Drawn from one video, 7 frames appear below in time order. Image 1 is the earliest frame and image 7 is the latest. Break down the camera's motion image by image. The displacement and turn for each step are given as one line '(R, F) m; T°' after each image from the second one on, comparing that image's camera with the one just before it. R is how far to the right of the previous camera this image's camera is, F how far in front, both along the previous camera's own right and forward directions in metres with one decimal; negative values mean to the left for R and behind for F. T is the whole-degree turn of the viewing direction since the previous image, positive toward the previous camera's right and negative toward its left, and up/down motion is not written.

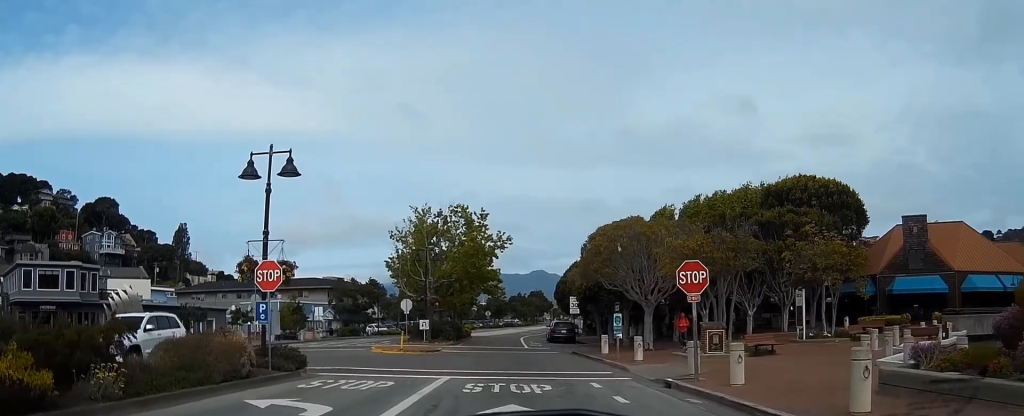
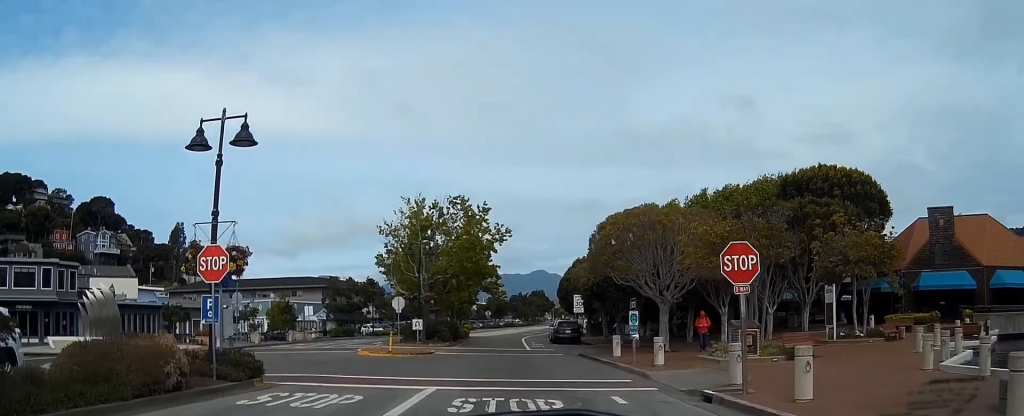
(+0.1, +3.6) m; +1°
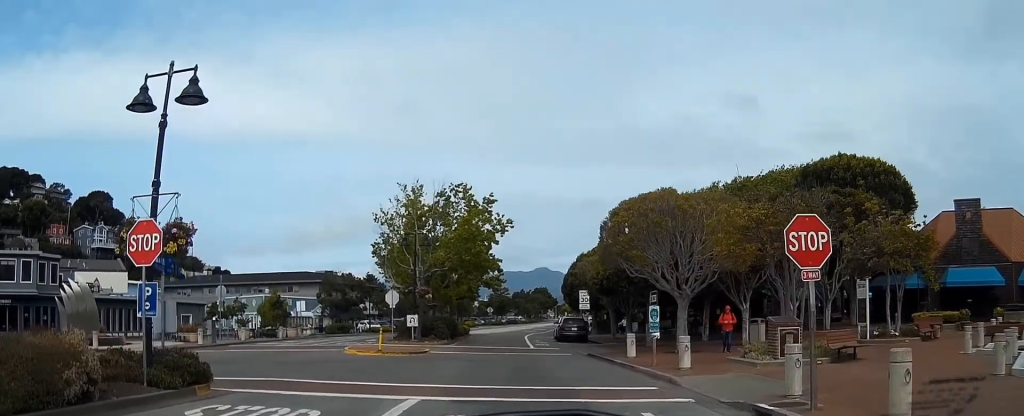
(0.0, +3.1) m; -1°
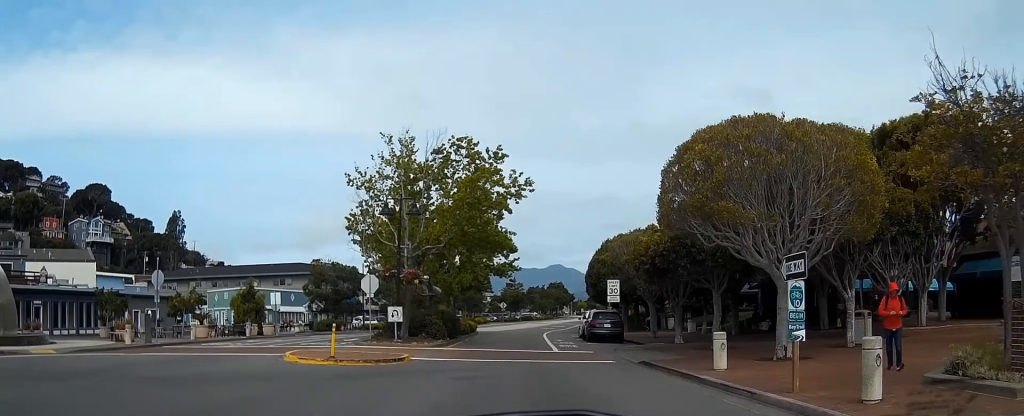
(0.0, +9.8) m; +2°
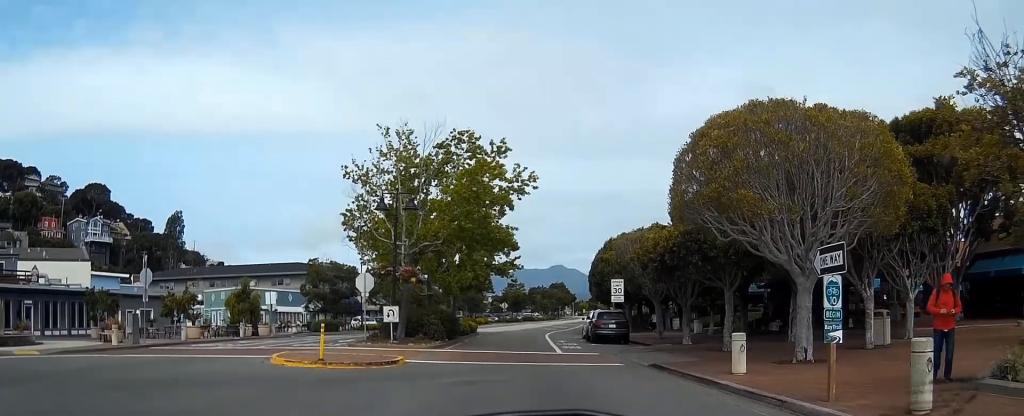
(0.0, +2.4) m; -2°
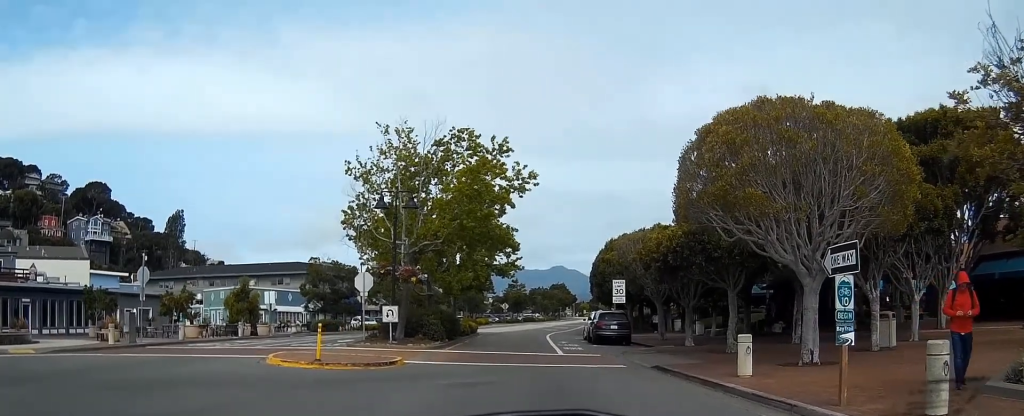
(0.0, +0.9) m; 0°
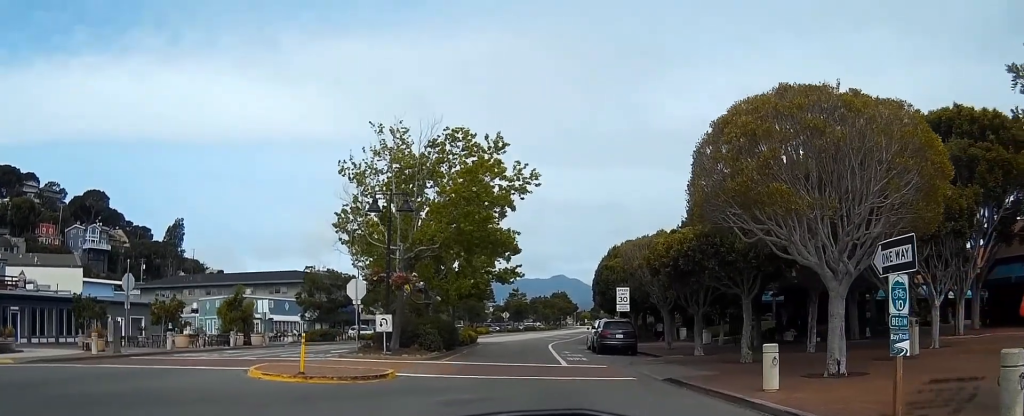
(0.0, +2.0) m; +2°
